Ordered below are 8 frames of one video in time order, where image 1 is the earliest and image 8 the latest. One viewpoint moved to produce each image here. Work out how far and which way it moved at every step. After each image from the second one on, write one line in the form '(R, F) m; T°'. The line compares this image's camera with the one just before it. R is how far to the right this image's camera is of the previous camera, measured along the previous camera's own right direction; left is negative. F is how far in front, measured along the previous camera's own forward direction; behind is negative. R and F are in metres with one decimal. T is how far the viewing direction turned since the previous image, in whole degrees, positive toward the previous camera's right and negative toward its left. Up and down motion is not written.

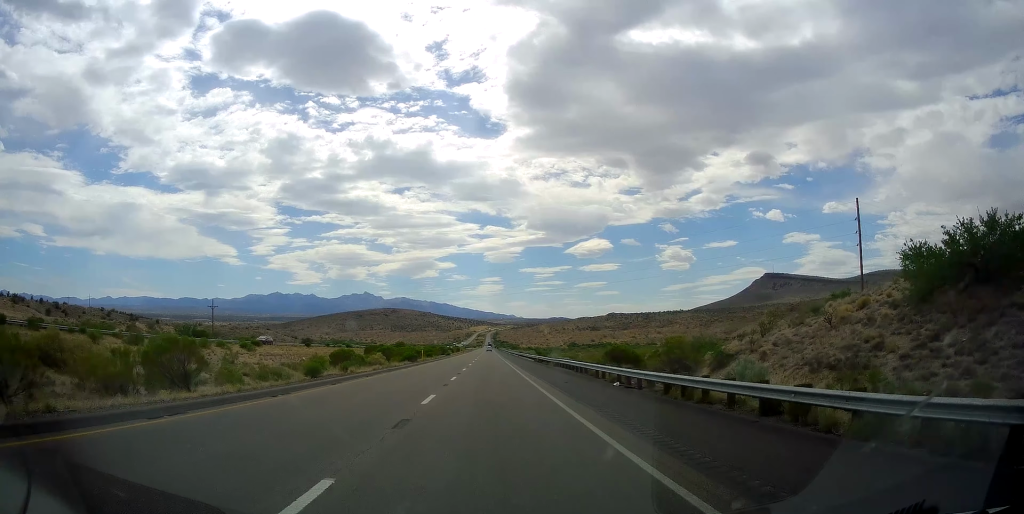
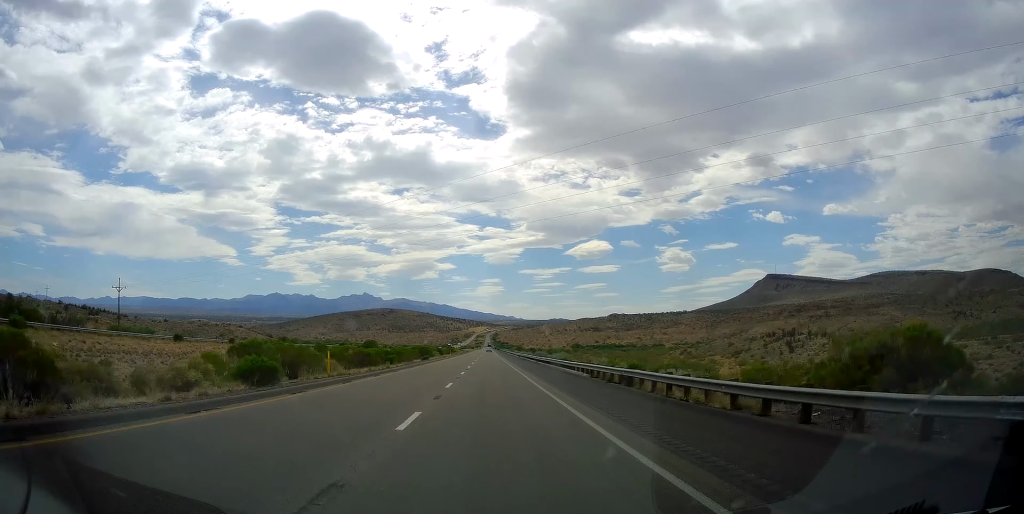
(0.0, +41.6) m; 0°
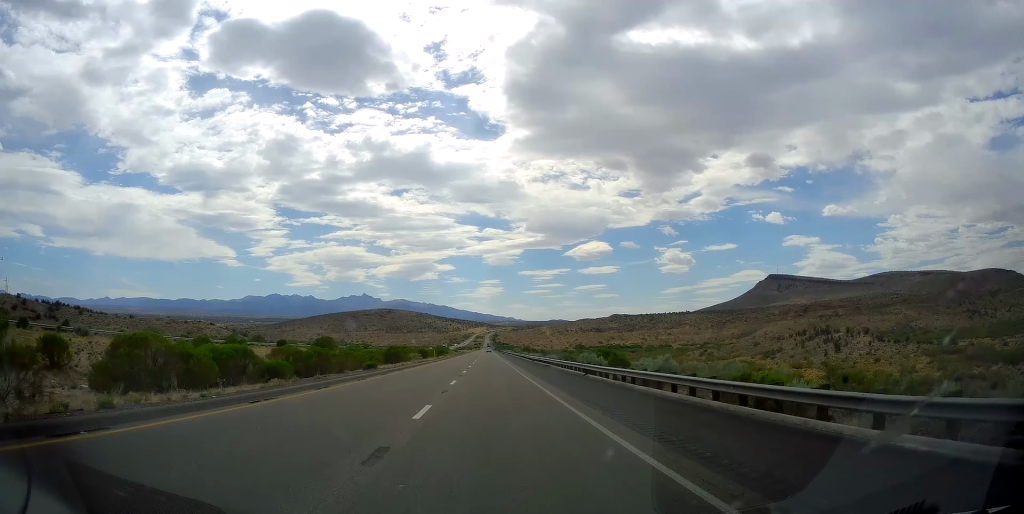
(0.0, +34.6) m; 0°
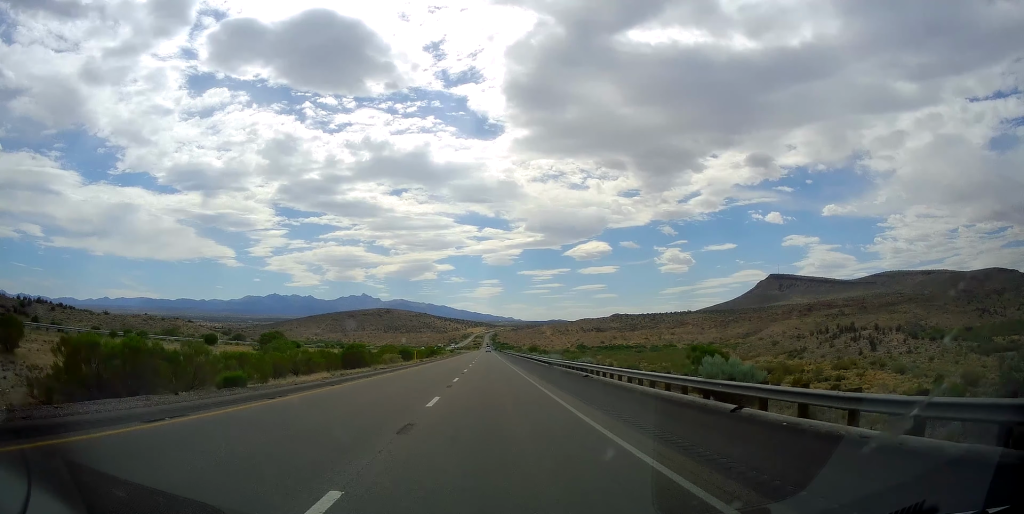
(0.0, +21.9) m; 0°
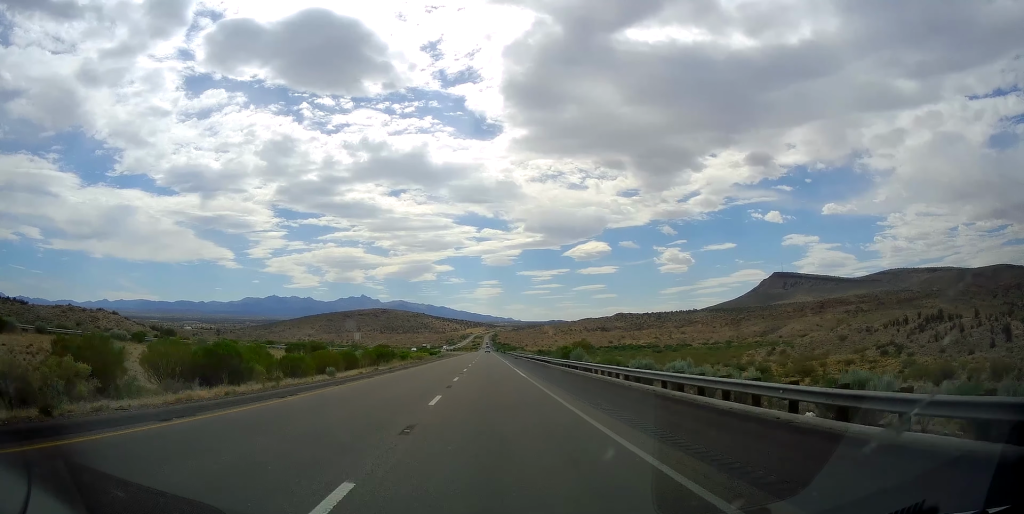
(0.0, +60.0) m; -1°
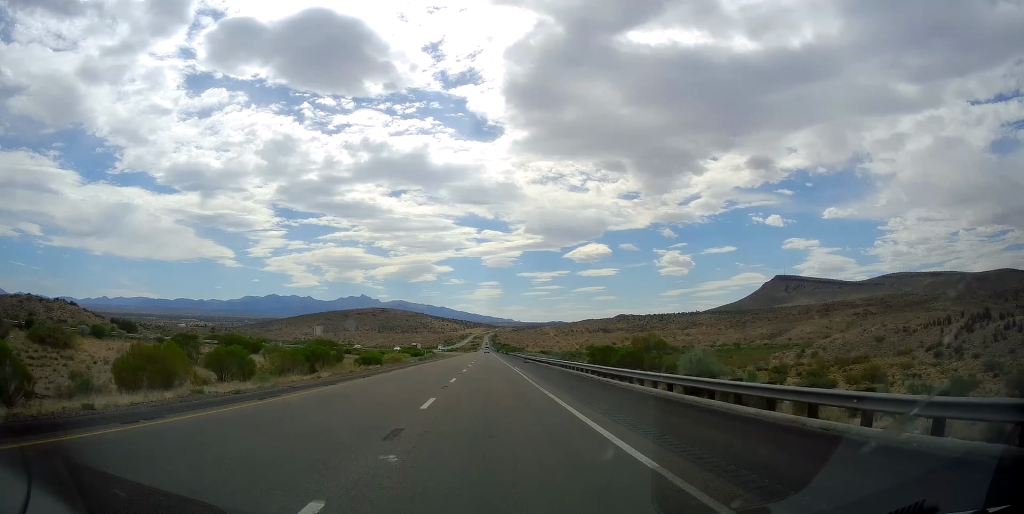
(-0.4, +25.6) m; 0°
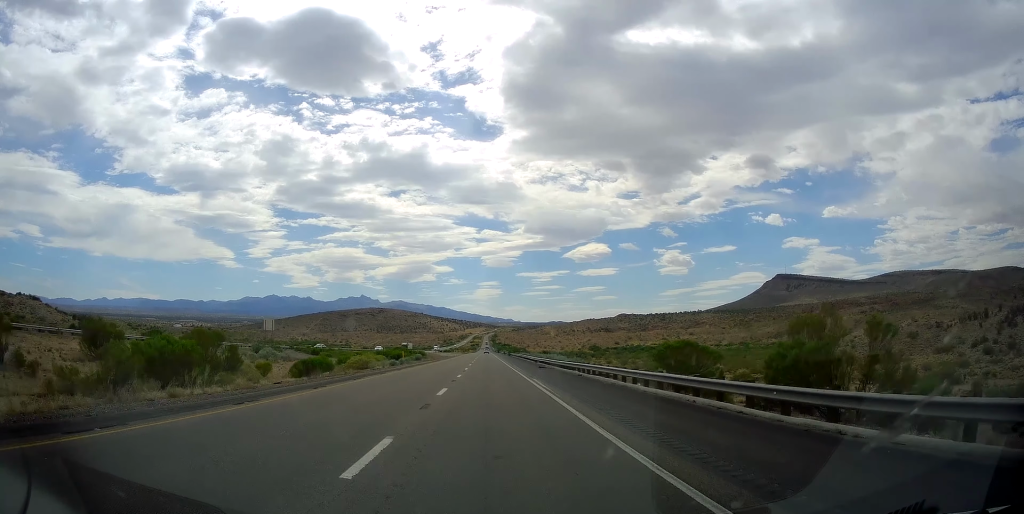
(0.0, +19.7) m; 0°
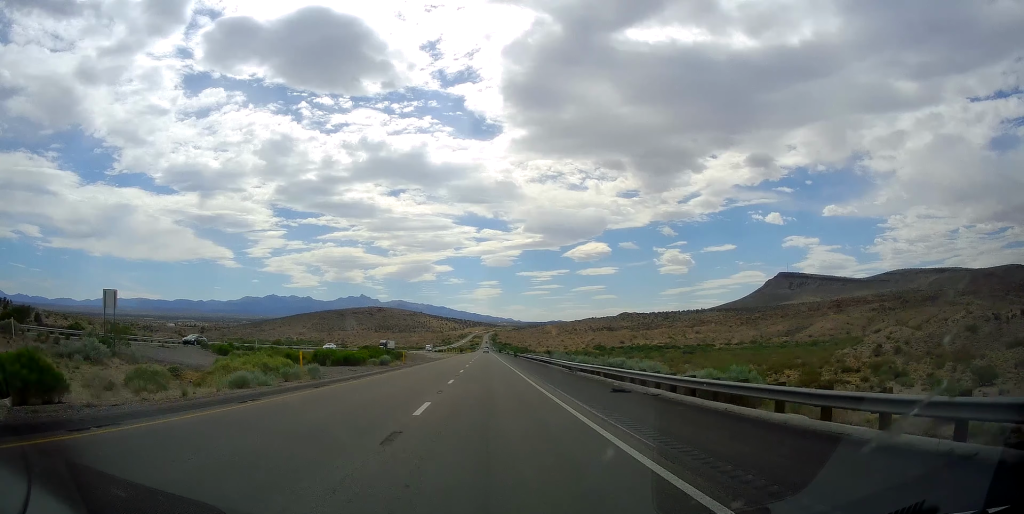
(+0.3, +30.2) m; +1°
